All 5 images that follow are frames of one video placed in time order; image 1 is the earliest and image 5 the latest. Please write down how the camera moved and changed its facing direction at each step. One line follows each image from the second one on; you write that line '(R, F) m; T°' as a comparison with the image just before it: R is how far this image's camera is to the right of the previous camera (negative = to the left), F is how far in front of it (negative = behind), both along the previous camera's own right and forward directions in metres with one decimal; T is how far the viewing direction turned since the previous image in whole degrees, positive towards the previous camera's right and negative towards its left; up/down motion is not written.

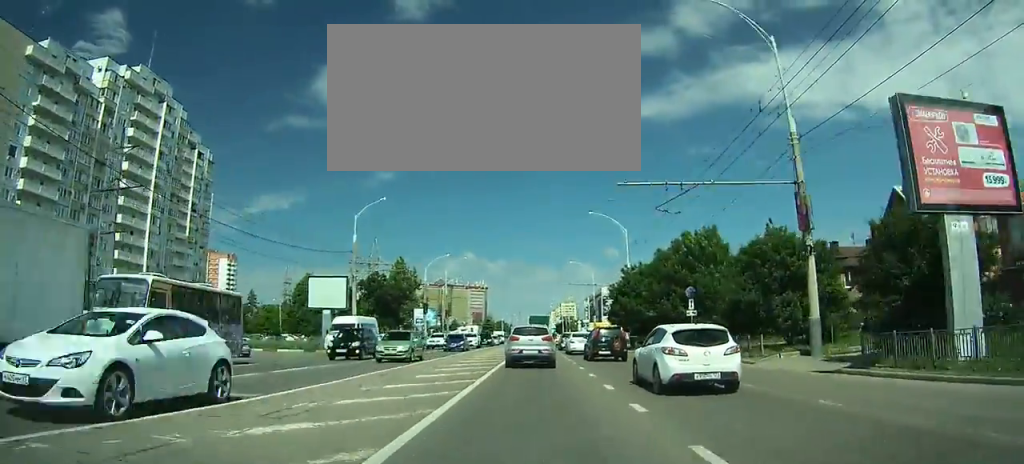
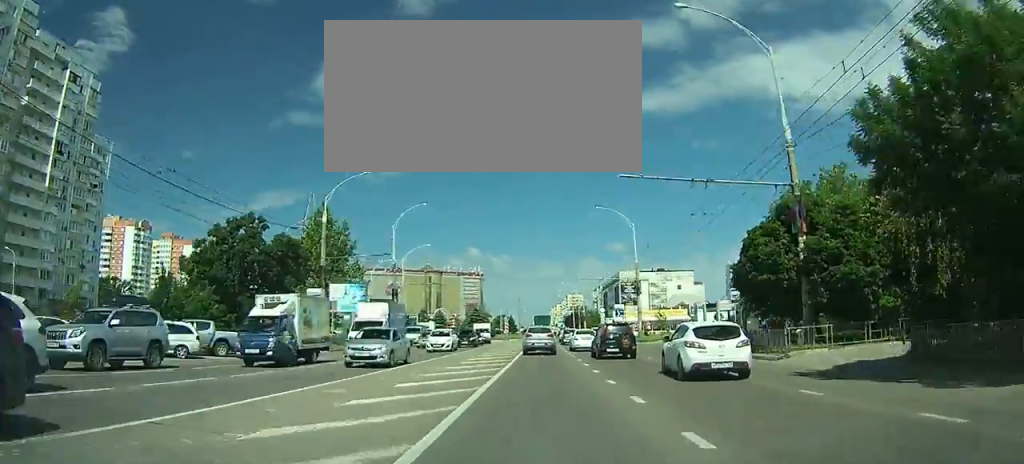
(+0.5, +45.7) m; +1°
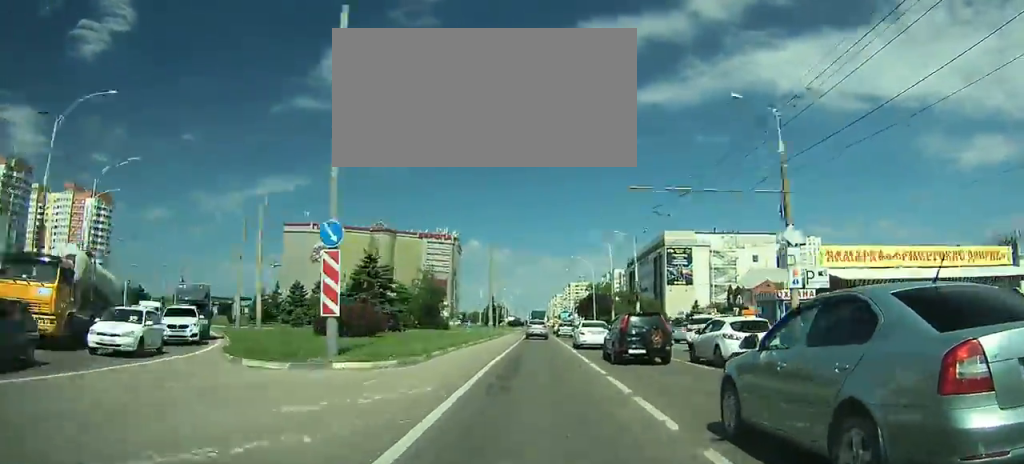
(+0.2, +75.9) m; 0°
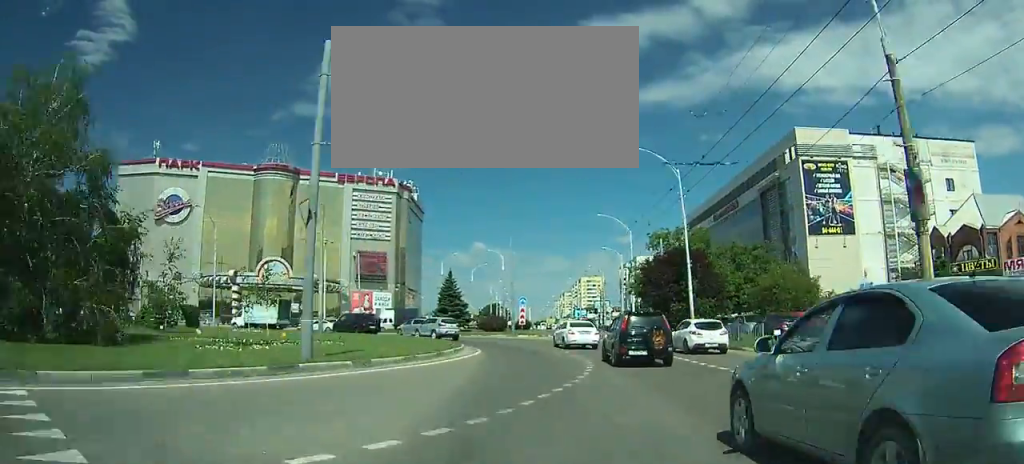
(-0.2, +67.7) m; -3°
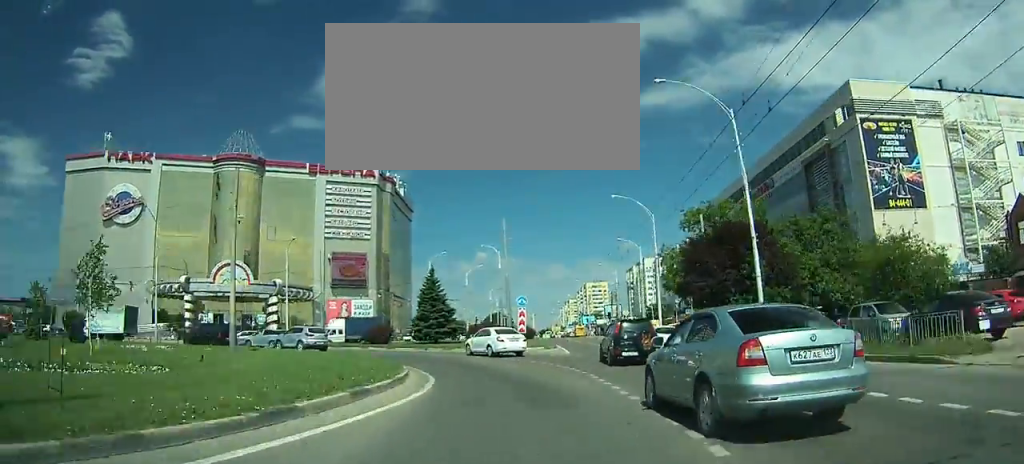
(-0.3, +13.9) m; -6°
